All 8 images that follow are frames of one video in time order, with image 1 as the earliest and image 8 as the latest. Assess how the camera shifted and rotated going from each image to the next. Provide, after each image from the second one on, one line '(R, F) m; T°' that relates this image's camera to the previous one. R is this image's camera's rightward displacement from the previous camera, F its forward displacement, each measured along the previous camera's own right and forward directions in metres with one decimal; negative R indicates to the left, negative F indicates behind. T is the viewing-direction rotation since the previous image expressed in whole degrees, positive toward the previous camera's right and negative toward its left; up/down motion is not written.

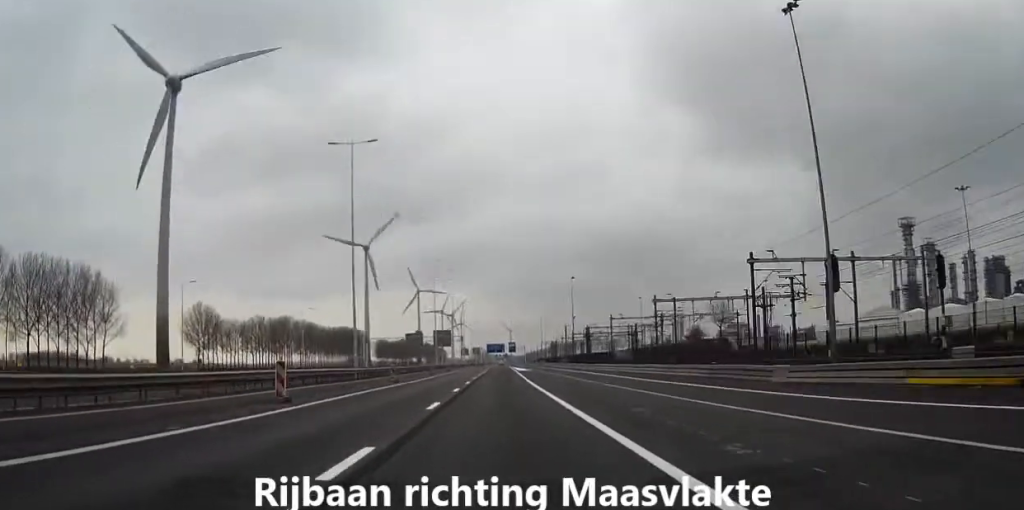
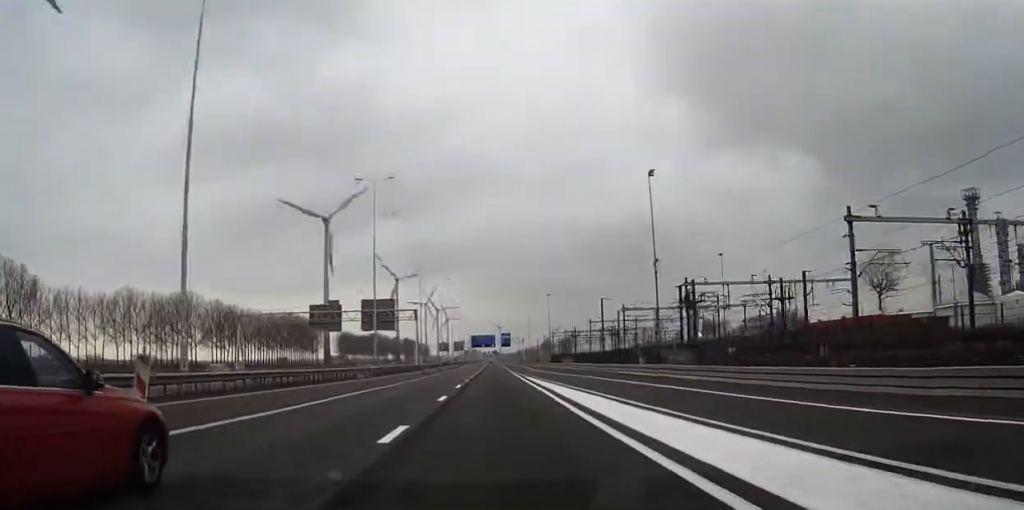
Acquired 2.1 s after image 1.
(0.0, +103.3) m; 0°
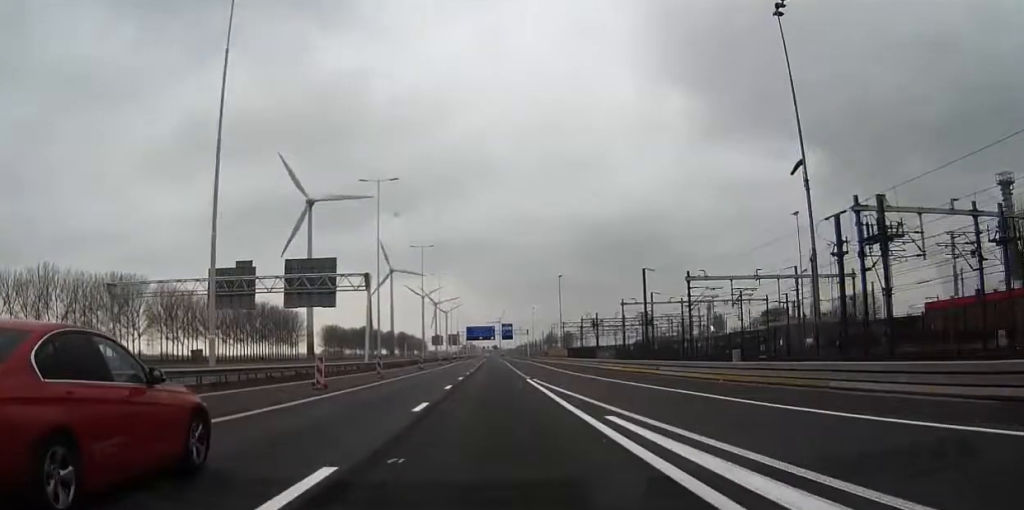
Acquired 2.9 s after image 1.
(+0.1, +41.2) m; 0°
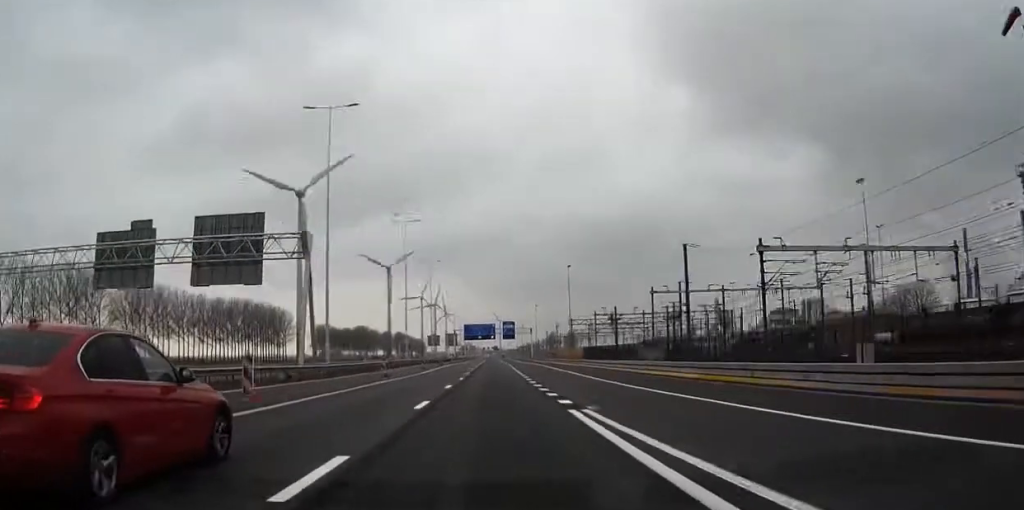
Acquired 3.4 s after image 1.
(0.0, +22.7) m; 0°
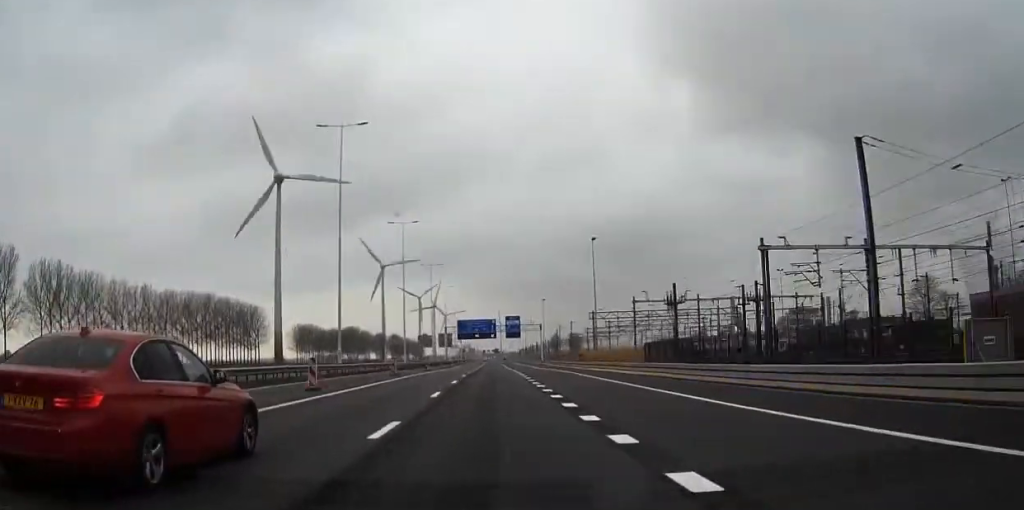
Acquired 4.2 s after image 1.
(0.0, +41.9) m; 0°
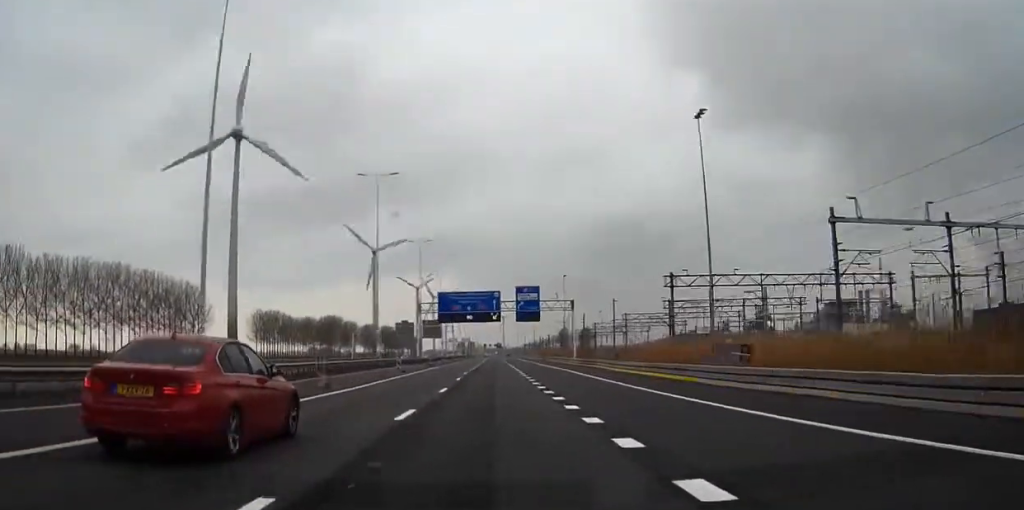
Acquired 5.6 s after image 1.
(+0.3, +66.7) m; 0°
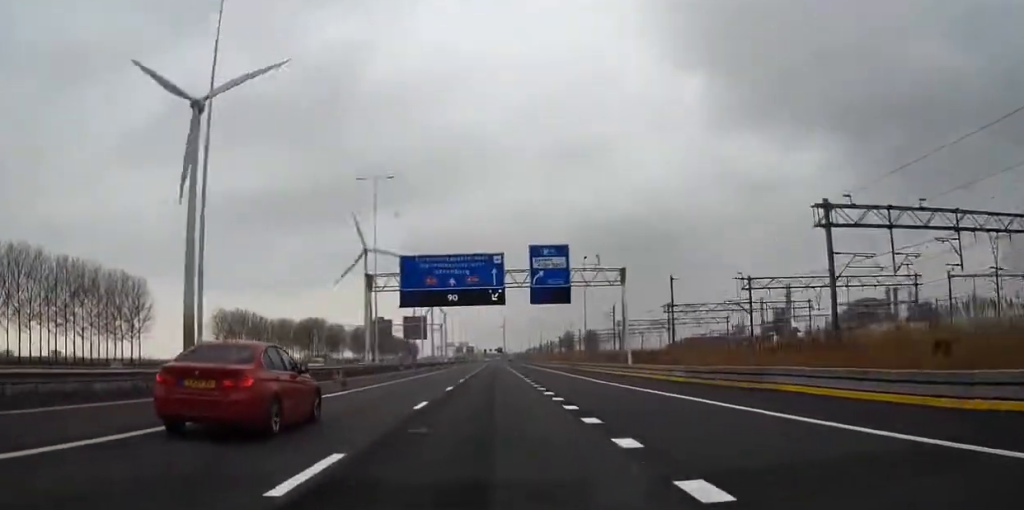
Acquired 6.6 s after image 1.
(-0.4, +44.1) m; -1°
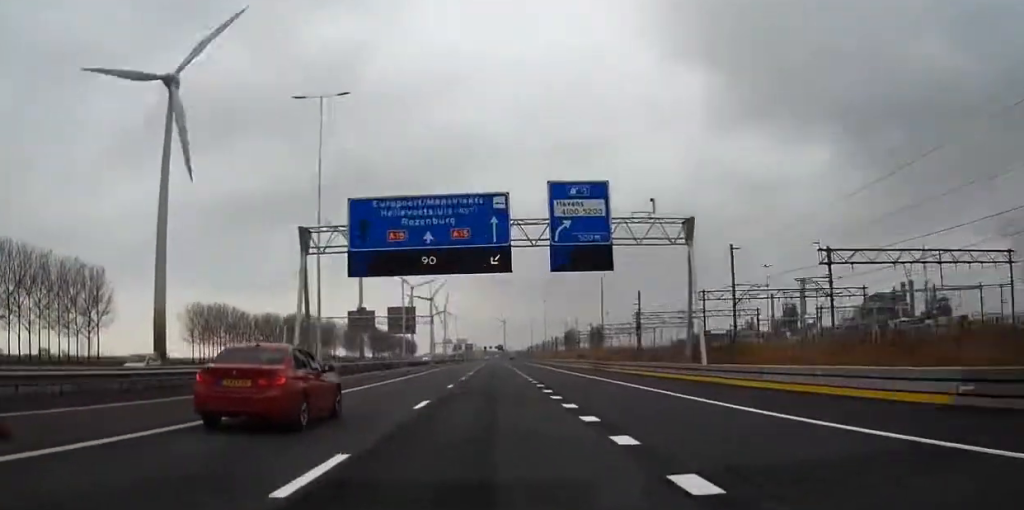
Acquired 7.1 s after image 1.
(-0.1, +23.6) m; 0°
